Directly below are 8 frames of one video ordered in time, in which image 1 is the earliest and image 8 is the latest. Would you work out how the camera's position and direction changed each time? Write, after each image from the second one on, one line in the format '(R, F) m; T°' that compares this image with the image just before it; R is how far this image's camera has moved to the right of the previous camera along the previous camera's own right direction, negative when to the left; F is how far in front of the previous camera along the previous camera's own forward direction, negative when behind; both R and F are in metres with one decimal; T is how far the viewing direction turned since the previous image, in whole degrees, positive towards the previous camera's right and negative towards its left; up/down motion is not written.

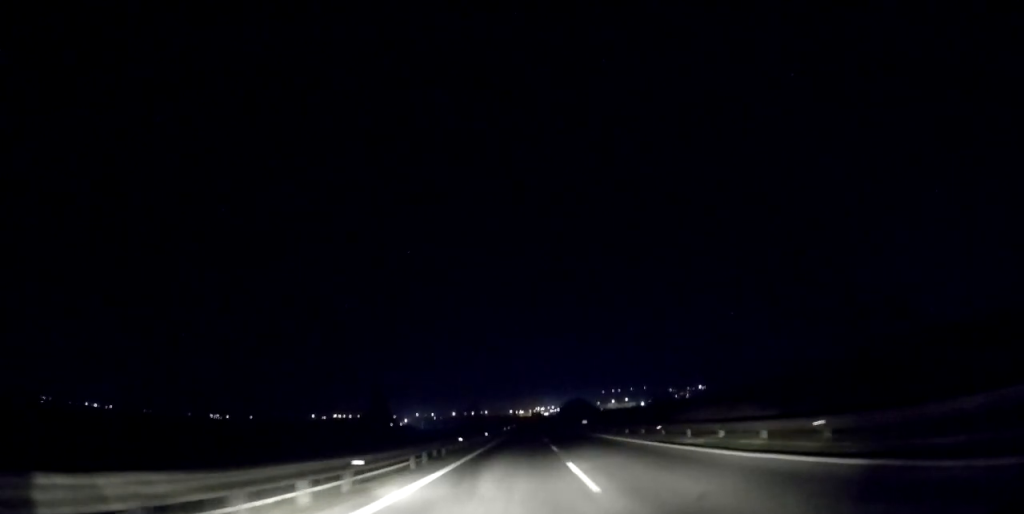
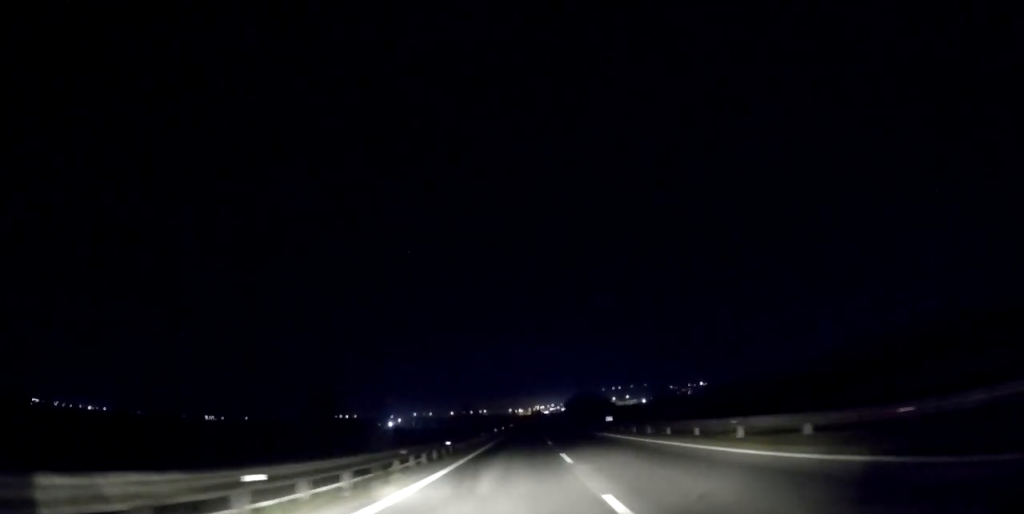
(-0.2, +19.7) m; 0°
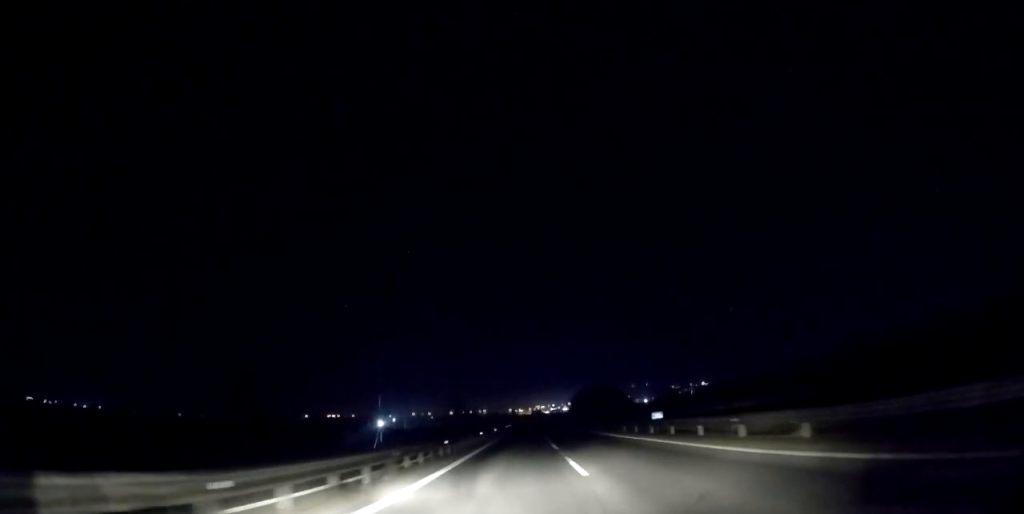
(0.0, +16.6) m; 0°
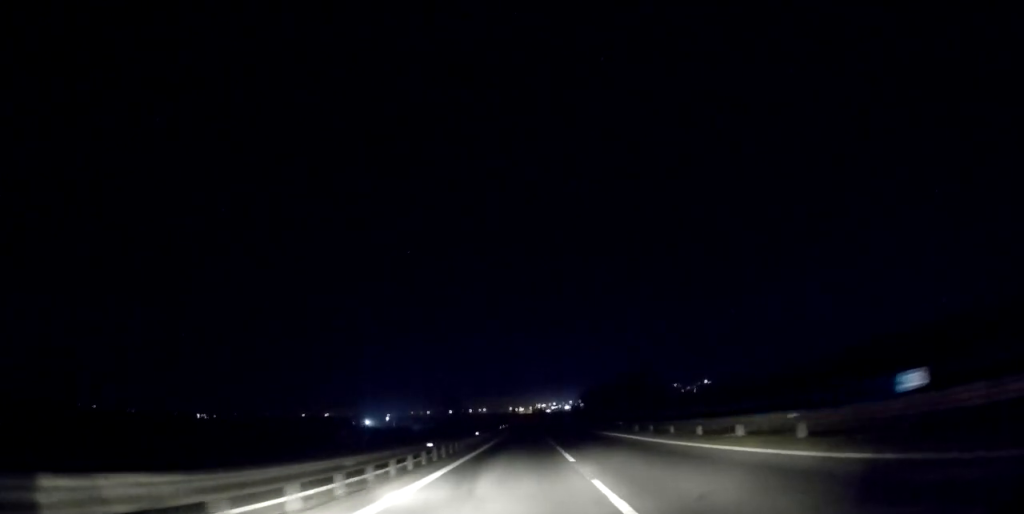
(0.0, +19.7) m; 0°
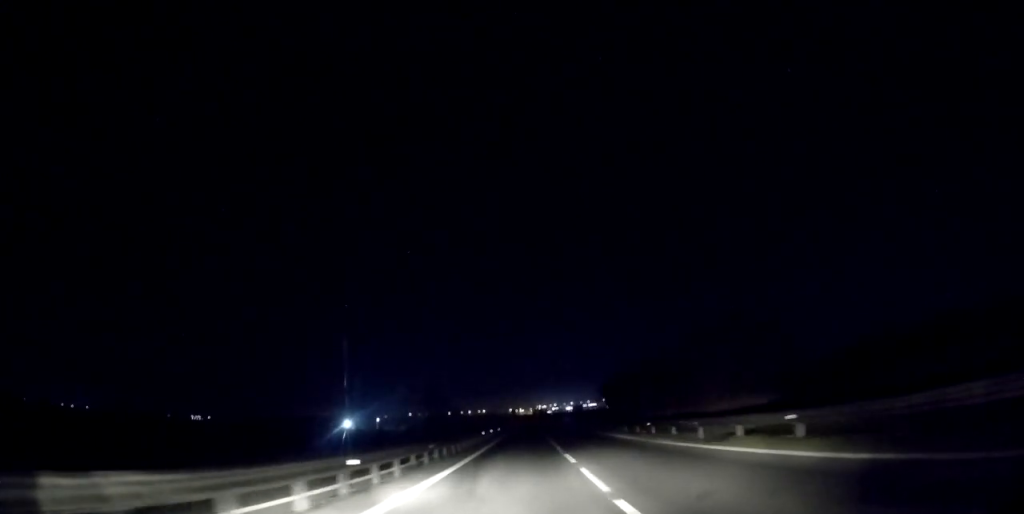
(0.0, +23.7) m; 0°
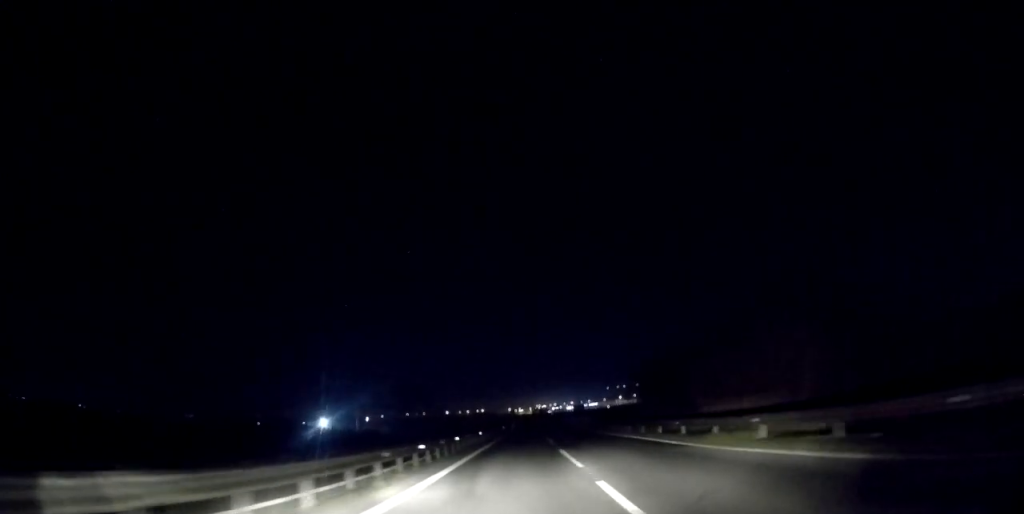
(0.0, +22.1) m; 0°
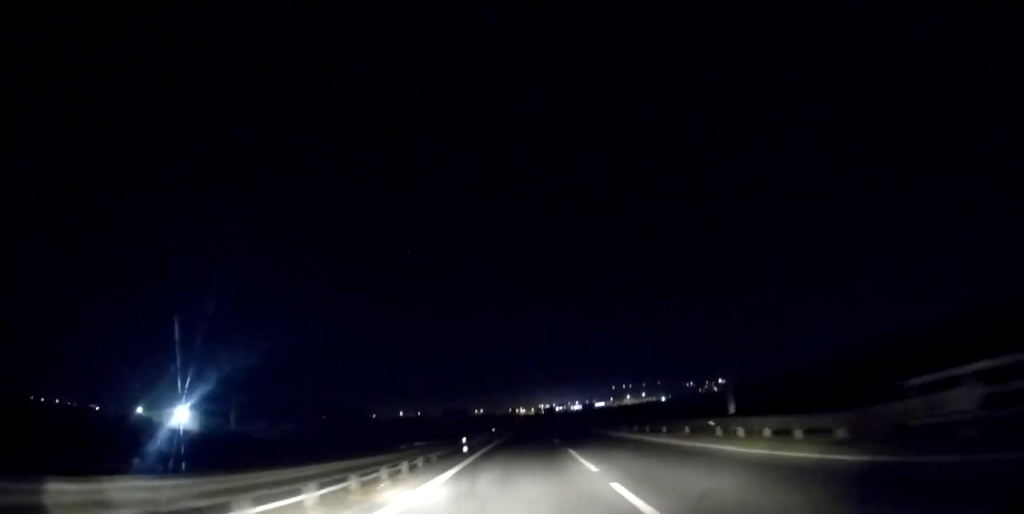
(+0.1, +72.0) m; 0°
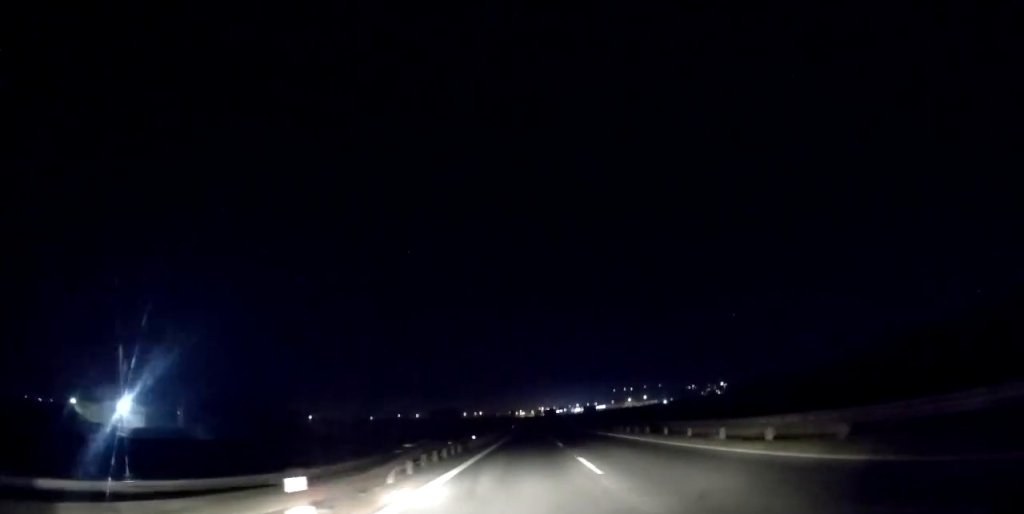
(0.0, +15.8) m; 0°
